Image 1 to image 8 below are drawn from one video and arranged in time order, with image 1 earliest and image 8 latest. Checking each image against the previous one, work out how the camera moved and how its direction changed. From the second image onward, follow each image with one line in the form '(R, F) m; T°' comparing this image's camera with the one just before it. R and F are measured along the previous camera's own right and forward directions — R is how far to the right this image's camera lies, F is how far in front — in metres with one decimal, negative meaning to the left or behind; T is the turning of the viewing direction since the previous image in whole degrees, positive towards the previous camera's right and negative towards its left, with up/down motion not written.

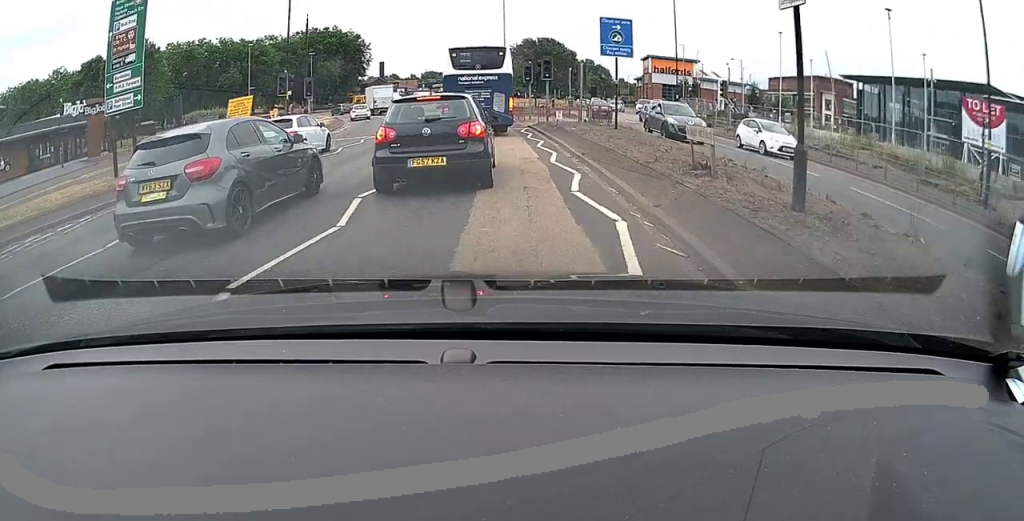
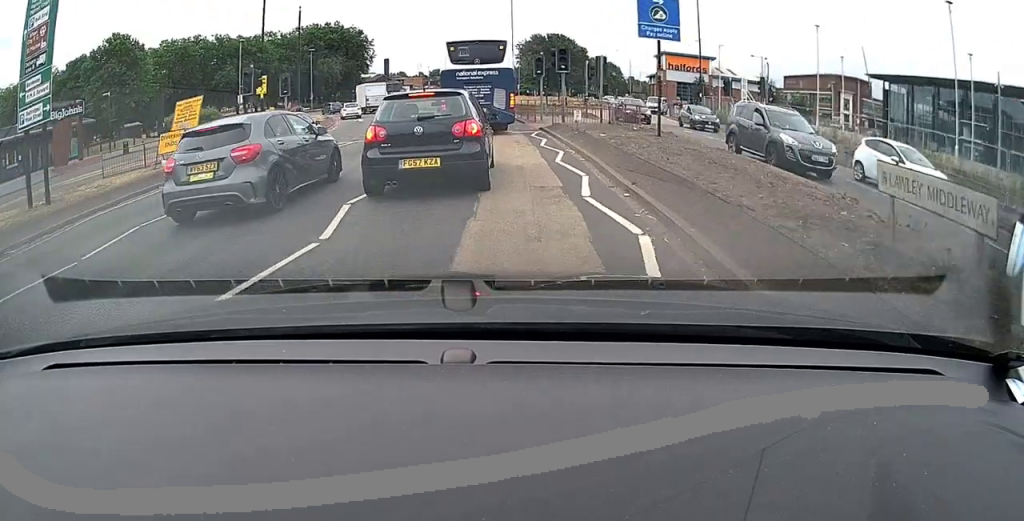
(0.0, +4.7) m; -1°
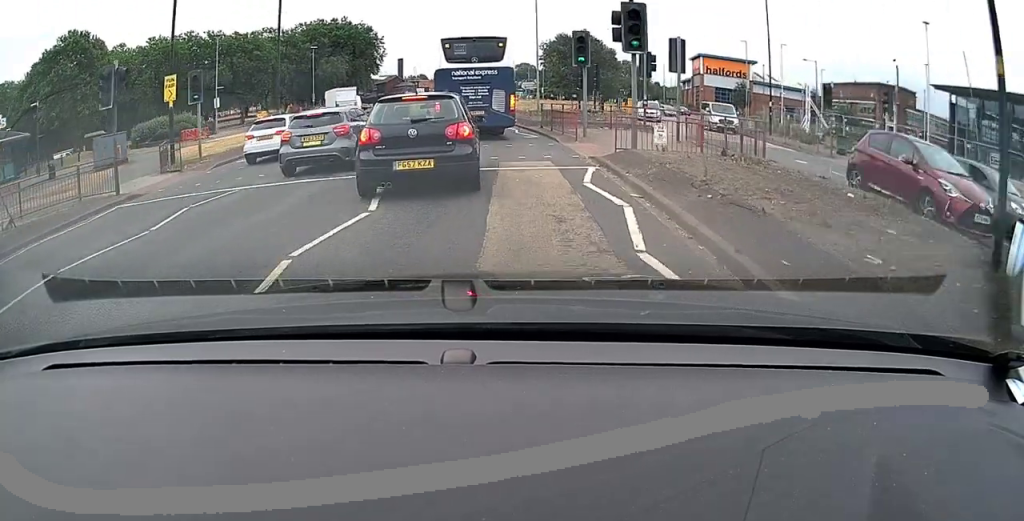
(-0.2, +11.0) m; -3°
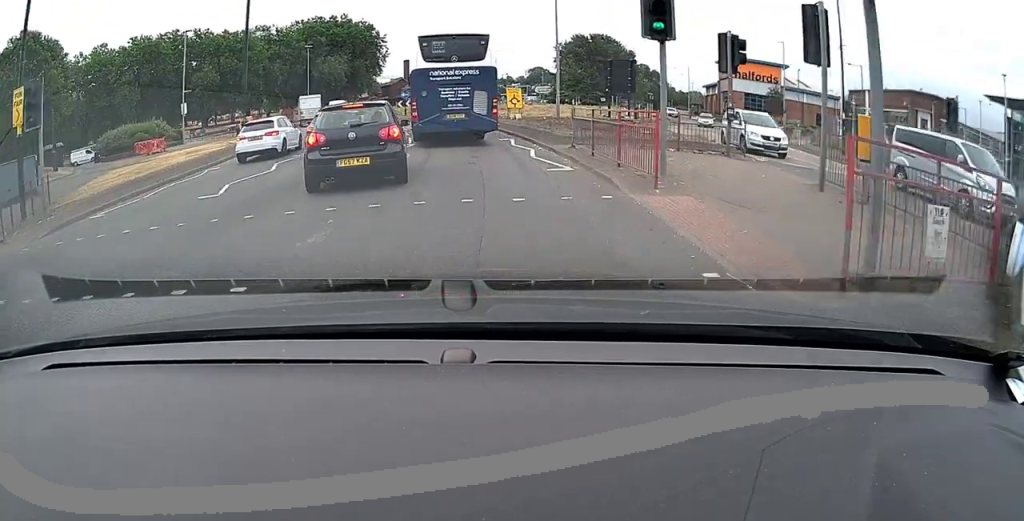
(-0.2, +9.0) m; -2°
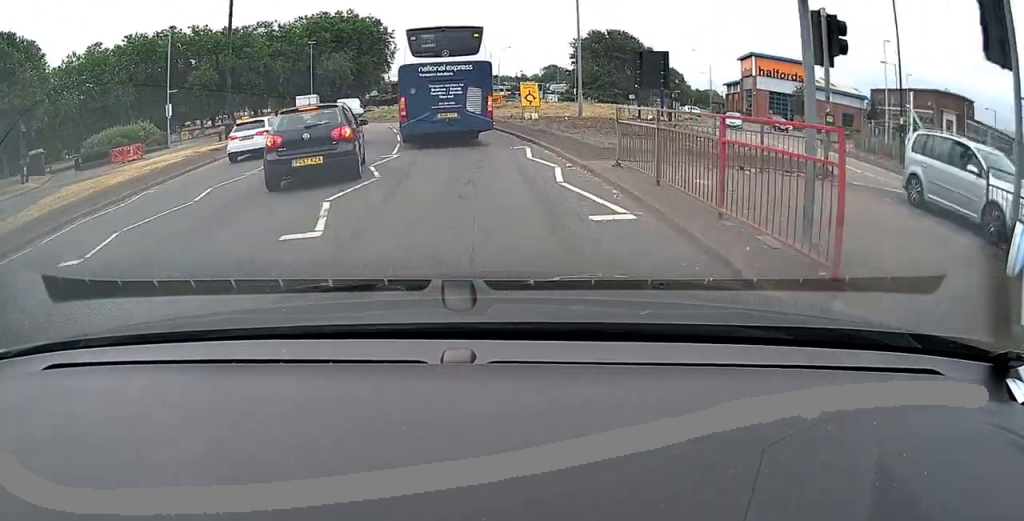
(0.0, +4.5) m; -2°
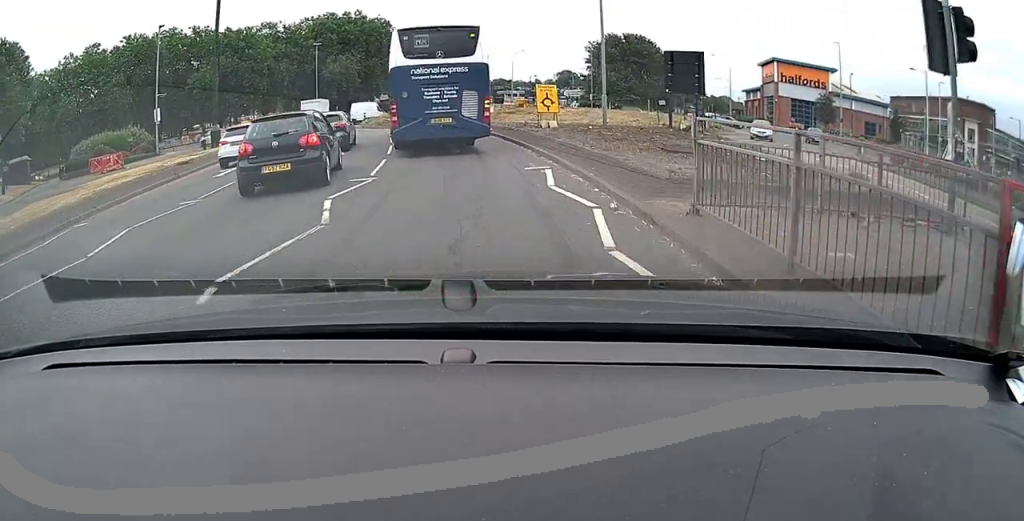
(-0.1, +3.5) m; -2°
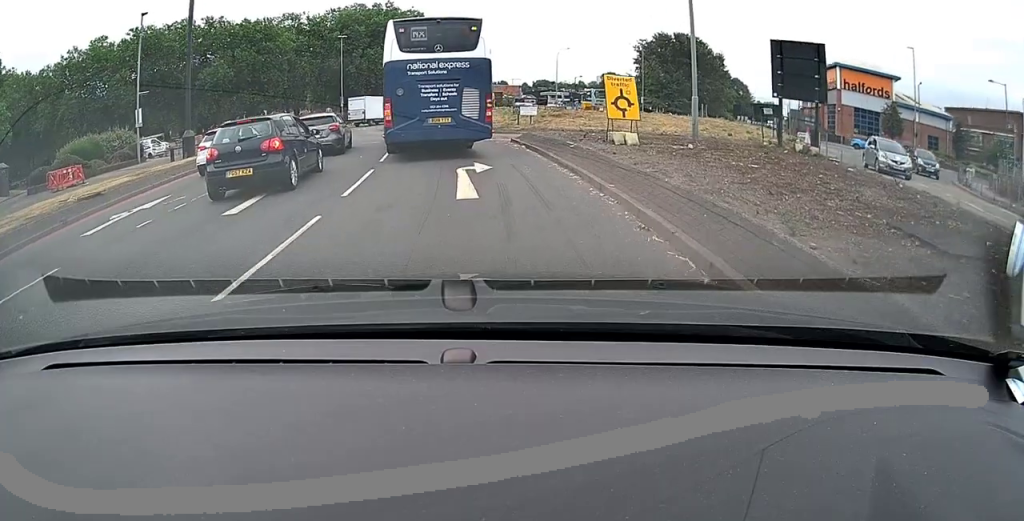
(-0.3, +7.7) m; -4°
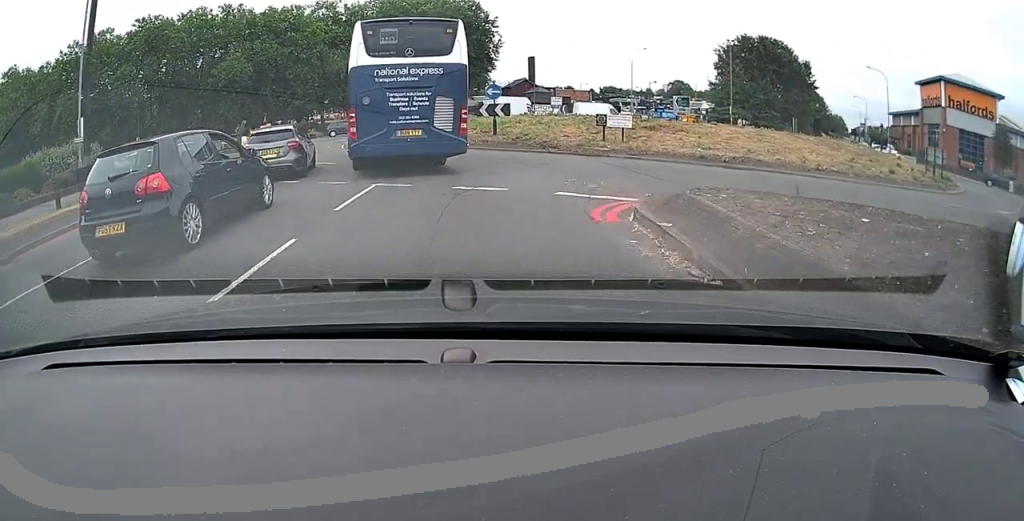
(-0.5, +11.5) m; -8°
